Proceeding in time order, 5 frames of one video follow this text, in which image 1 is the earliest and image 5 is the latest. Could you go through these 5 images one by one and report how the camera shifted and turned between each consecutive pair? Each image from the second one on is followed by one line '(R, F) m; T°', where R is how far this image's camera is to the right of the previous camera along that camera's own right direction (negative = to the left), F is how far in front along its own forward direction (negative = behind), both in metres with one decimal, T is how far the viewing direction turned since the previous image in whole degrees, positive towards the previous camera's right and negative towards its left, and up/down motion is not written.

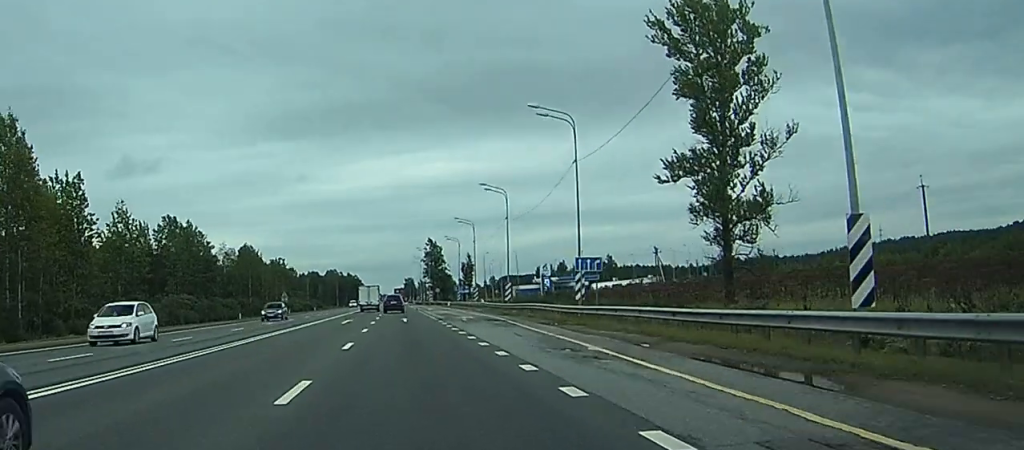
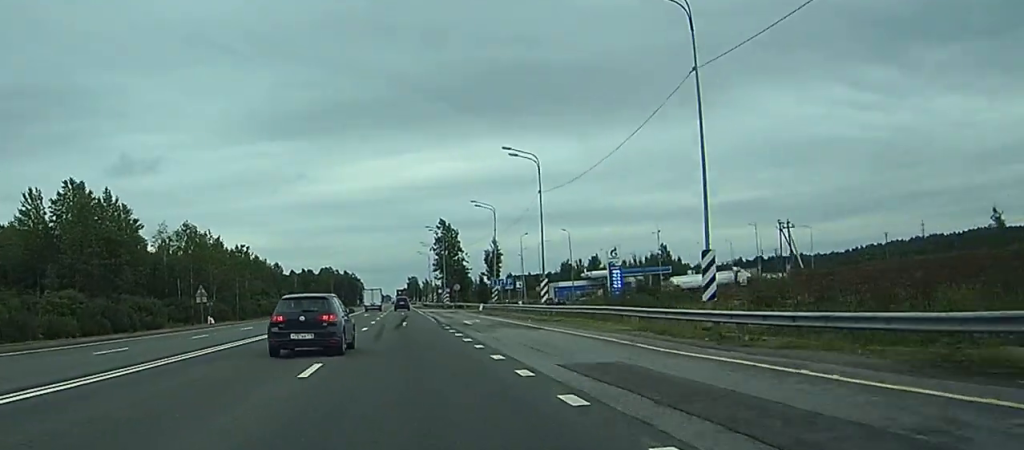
(+0.5, +55.6) m; +1°
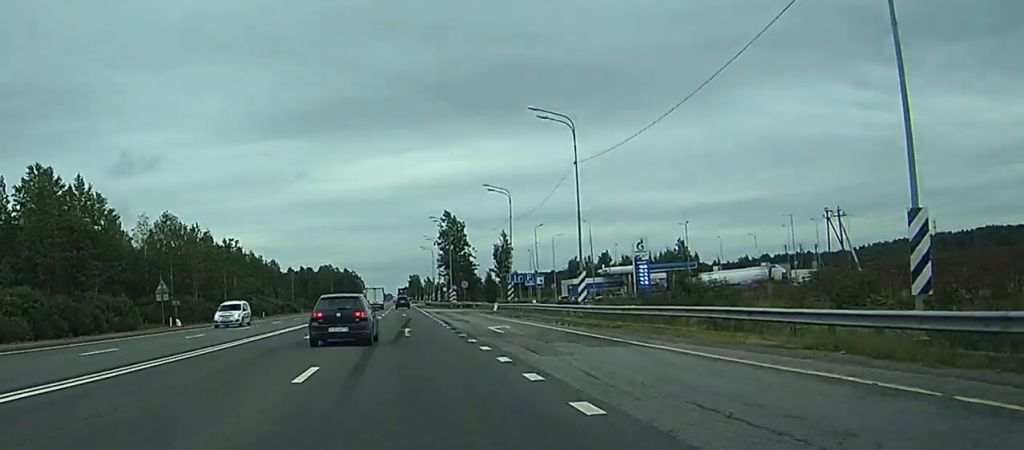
(0.0, +13.0) m; 0°
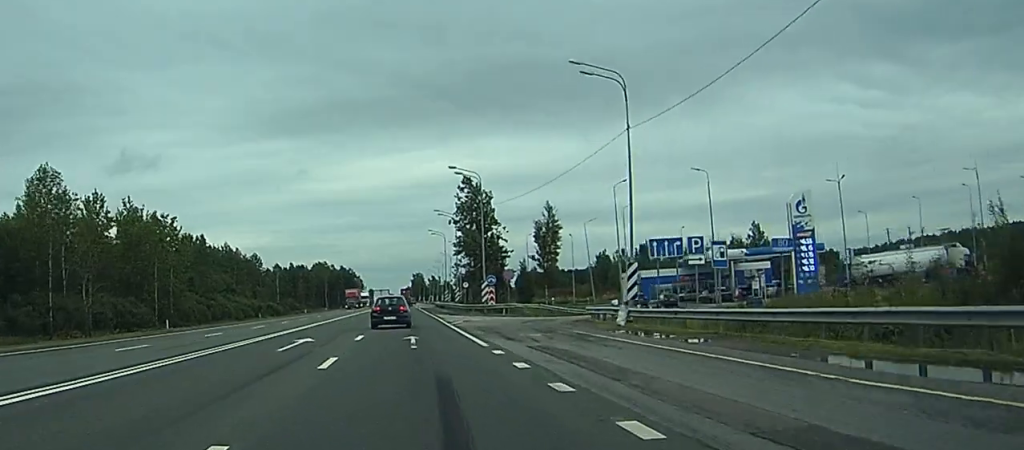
(+0.1, +45.0) m; 0°
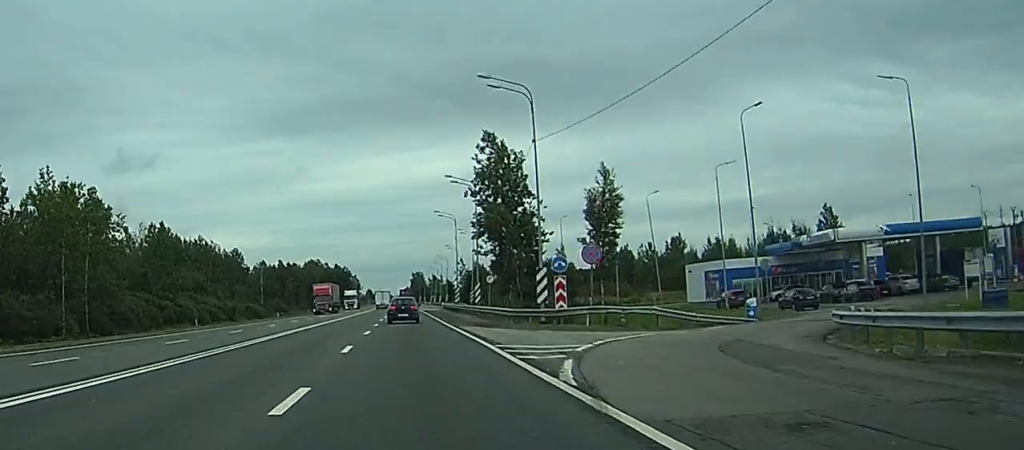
(-0.2, +30.4) m; -1°
